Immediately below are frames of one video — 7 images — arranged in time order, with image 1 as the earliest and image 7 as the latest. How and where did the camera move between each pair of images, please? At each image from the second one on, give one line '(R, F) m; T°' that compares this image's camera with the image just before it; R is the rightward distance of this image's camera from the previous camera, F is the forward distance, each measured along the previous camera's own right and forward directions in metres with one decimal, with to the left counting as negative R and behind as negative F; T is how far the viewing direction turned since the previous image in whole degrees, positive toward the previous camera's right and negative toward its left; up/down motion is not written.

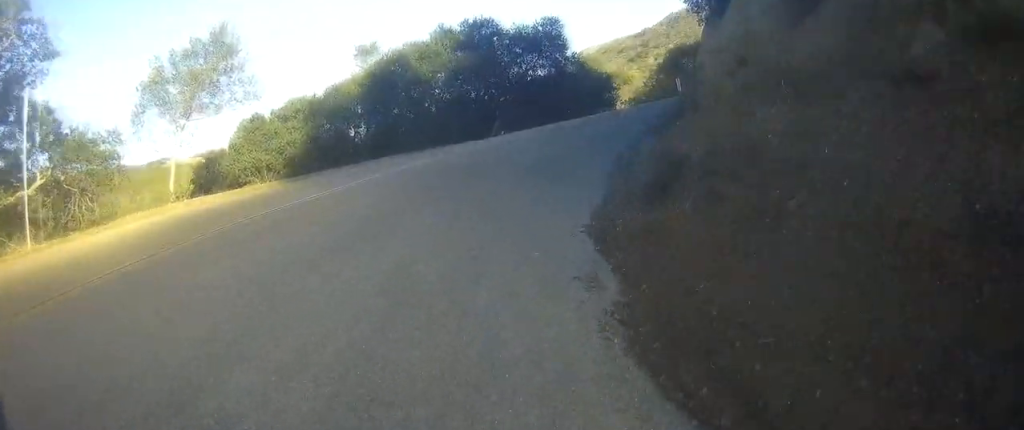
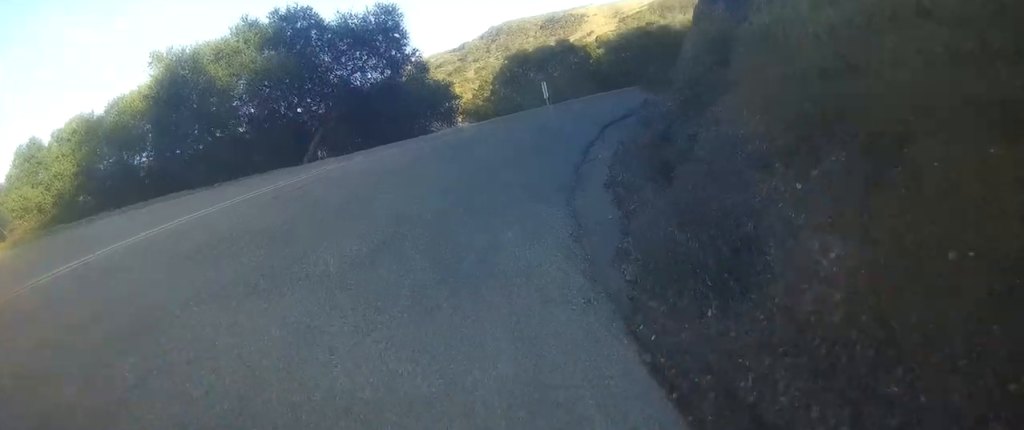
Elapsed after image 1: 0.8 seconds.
(+1.6, +7.3) m; +14°
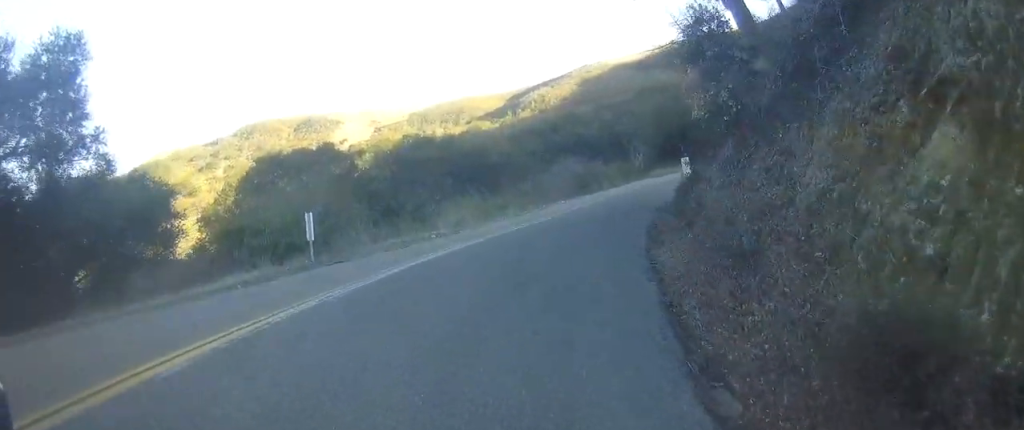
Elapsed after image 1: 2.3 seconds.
(+0.4, +11.0) m; +5°
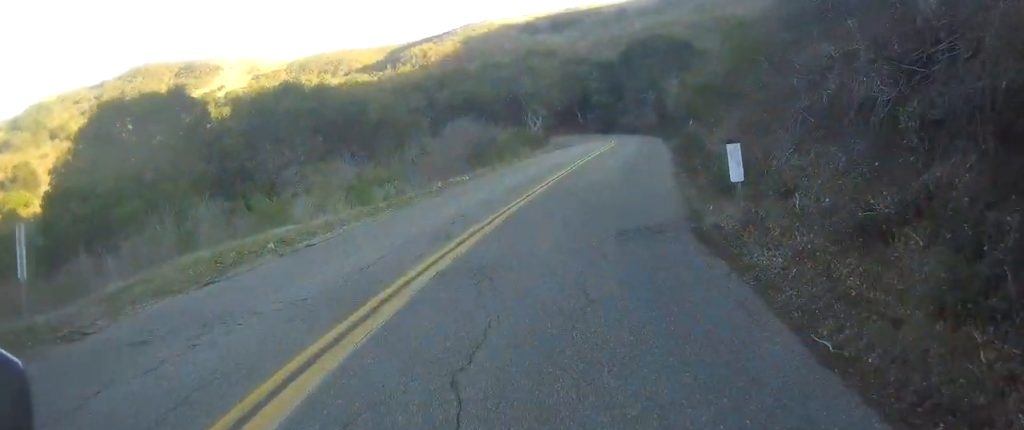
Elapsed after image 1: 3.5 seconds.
(+0.6, +8.2) m; +24°
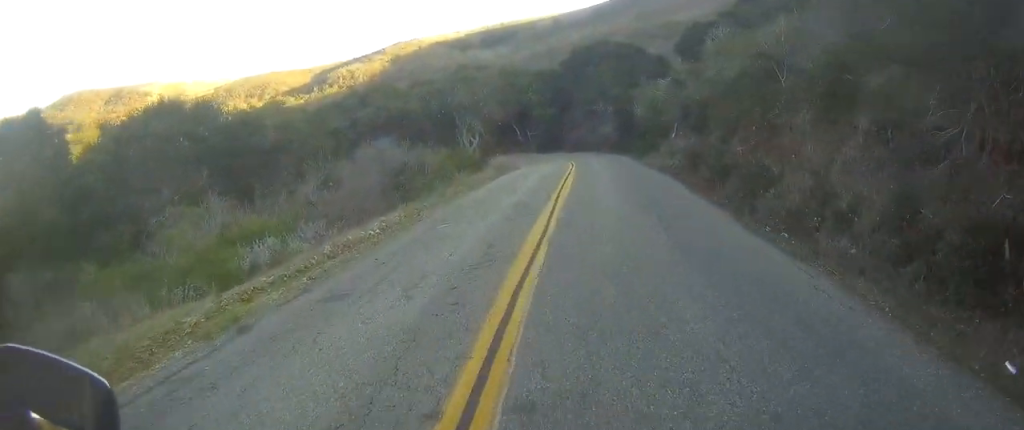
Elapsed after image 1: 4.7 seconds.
(+2.7, +10.1) m; +15°
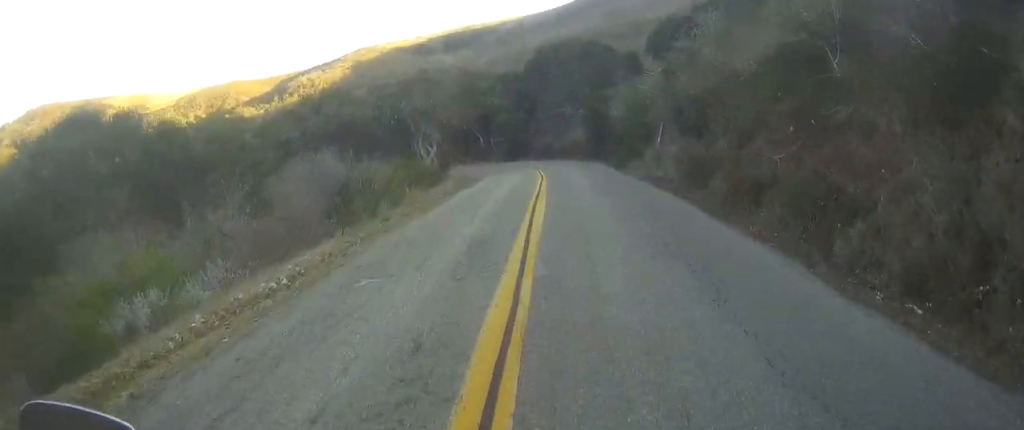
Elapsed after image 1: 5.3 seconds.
(-0.5, +5.0) m; +4°
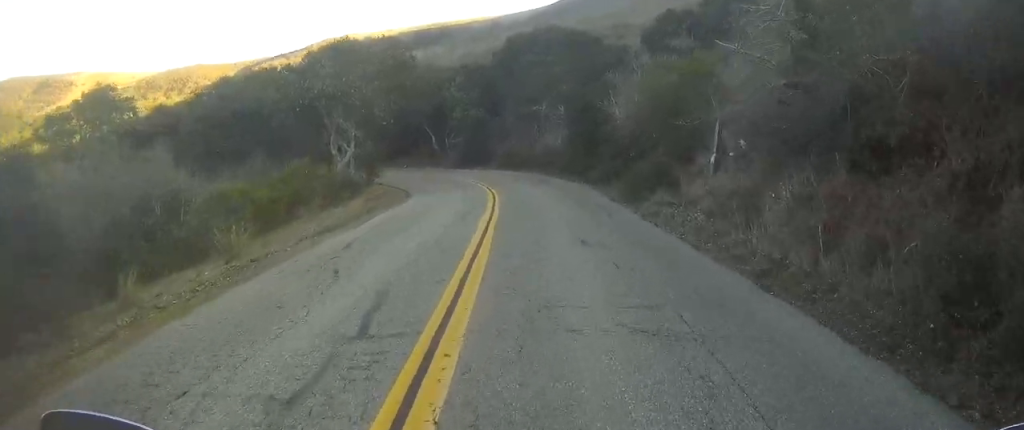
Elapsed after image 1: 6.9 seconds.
(+2.2, +13.9) m; +15°
